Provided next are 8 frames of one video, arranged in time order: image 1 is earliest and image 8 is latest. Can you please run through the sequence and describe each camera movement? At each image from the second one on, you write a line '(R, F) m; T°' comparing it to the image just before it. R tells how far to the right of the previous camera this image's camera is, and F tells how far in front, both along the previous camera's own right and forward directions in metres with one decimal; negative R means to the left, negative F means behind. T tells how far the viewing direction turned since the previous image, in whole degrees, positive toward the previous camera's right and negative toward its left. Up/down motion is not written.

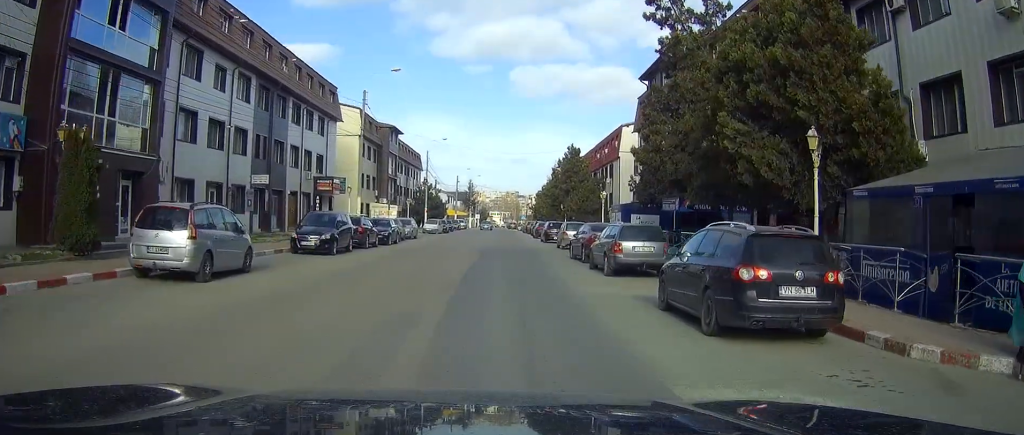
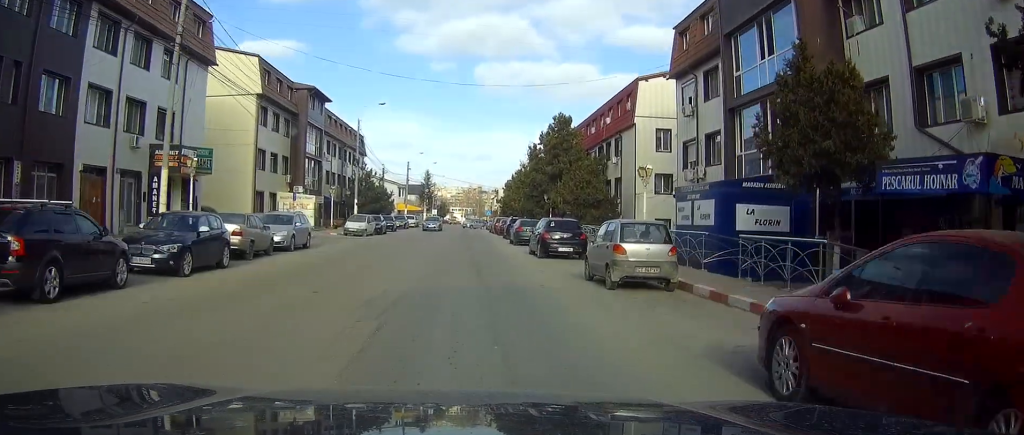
(+0.5, +23.4) m; +2°
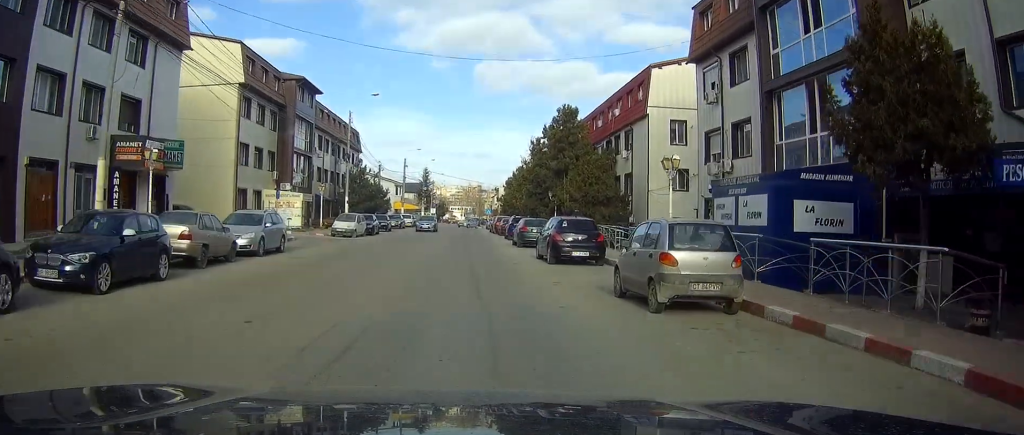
(0.0, +3.9) m; 0°
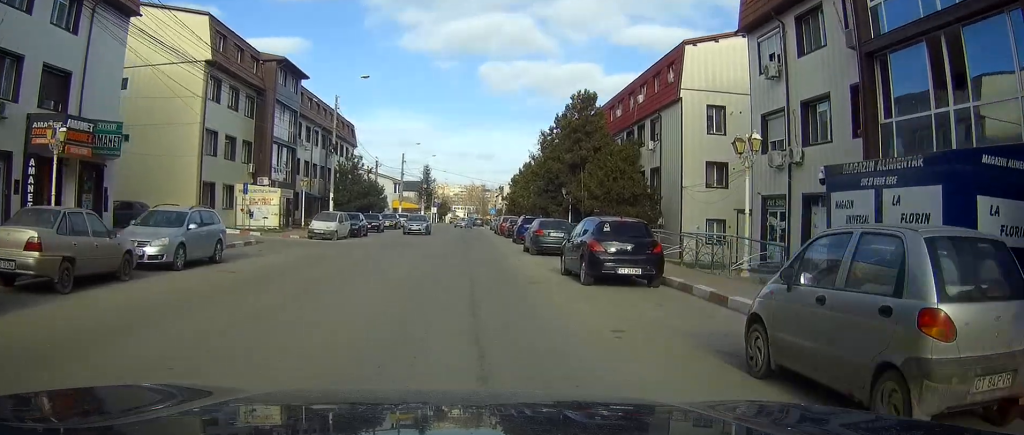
(0.0, +6.8) m; 0°
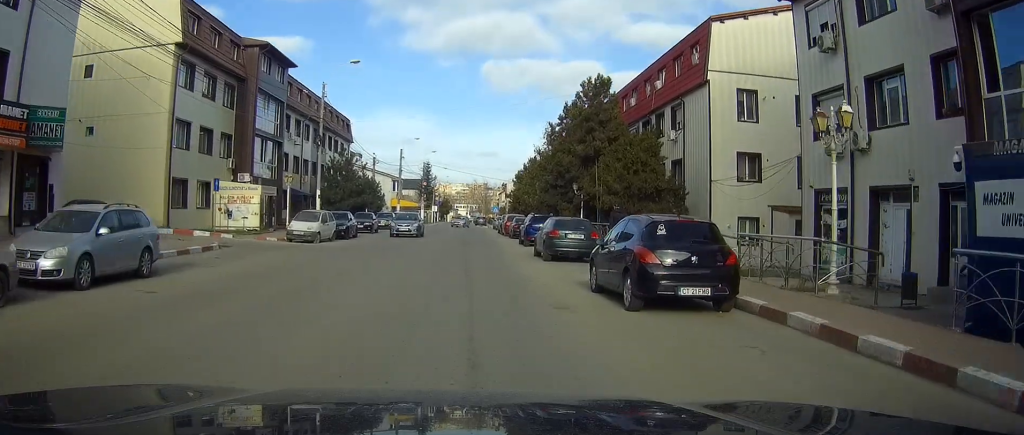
(0.0, +4.5) m; 0°
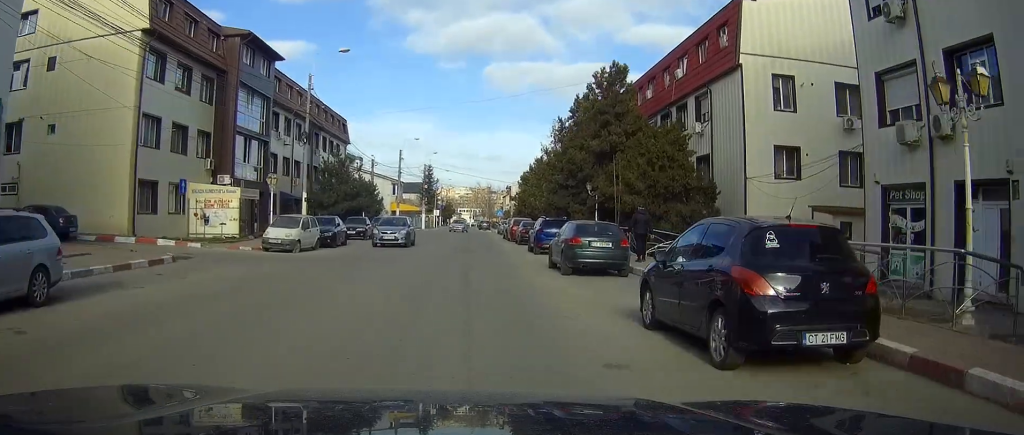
(0.0, +4.2) m; 0°
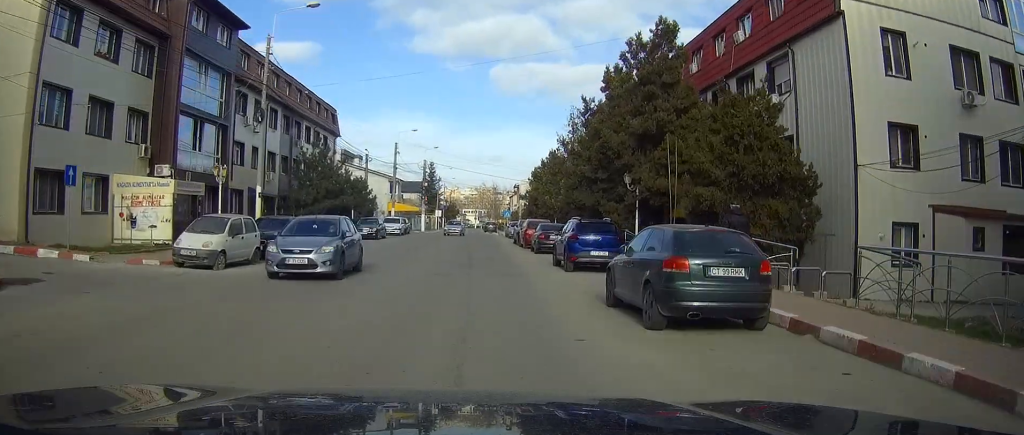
(-0.1, +9.0) m; 0°
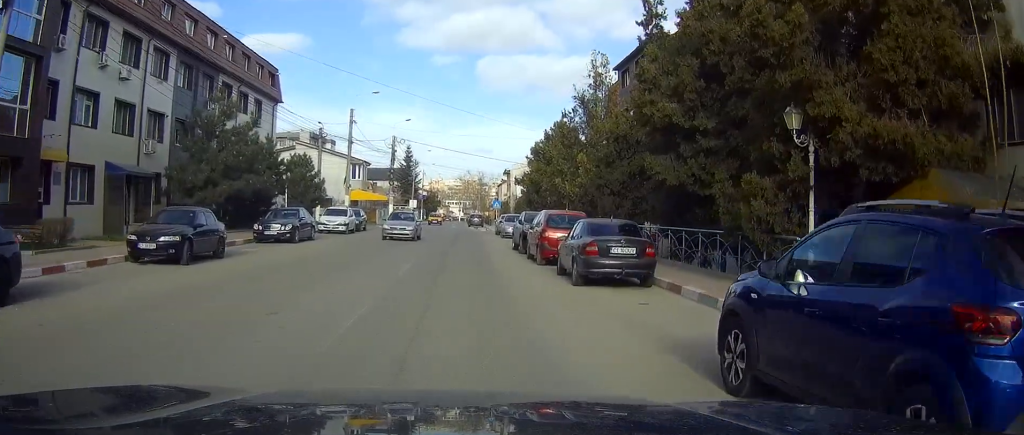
(+0.2, +17.7) m; 0°
